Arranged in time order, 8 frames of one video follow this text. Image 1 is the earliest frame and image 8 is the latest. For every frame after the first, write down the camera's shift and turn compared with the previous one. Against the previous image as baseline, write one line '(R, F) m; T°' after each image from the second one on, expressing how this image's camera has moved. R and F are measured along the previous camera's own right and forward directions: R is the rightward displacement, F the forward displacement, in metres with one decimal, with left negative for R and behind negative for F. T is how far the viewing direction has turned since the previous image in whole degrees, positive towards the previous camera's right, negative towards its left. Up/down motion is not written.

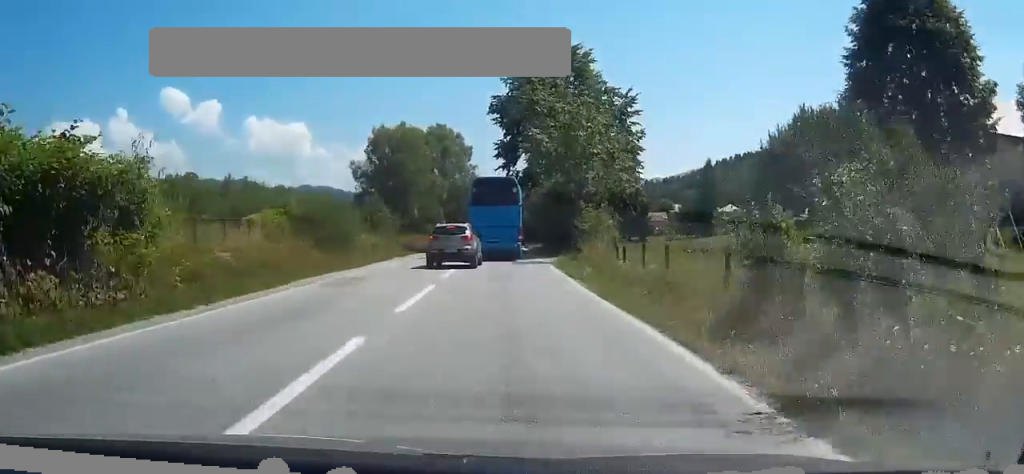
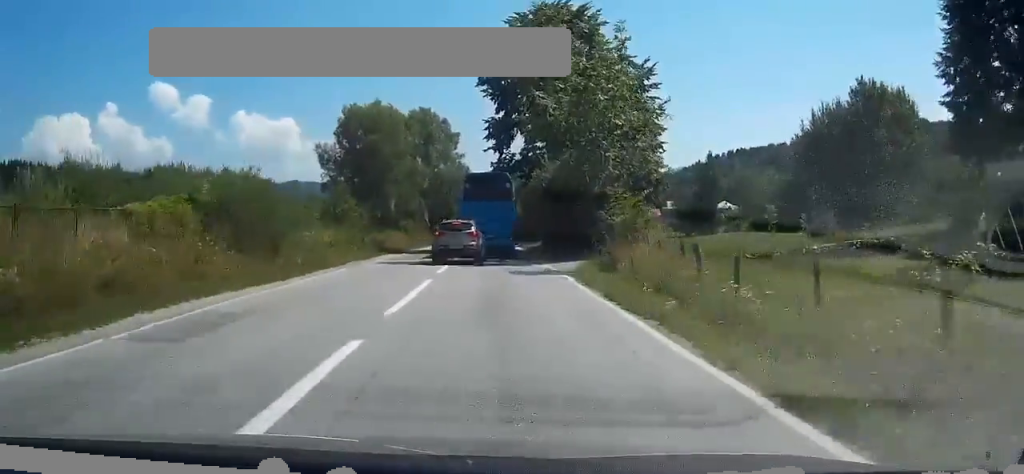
(+0.2, +9.8) m; +2°
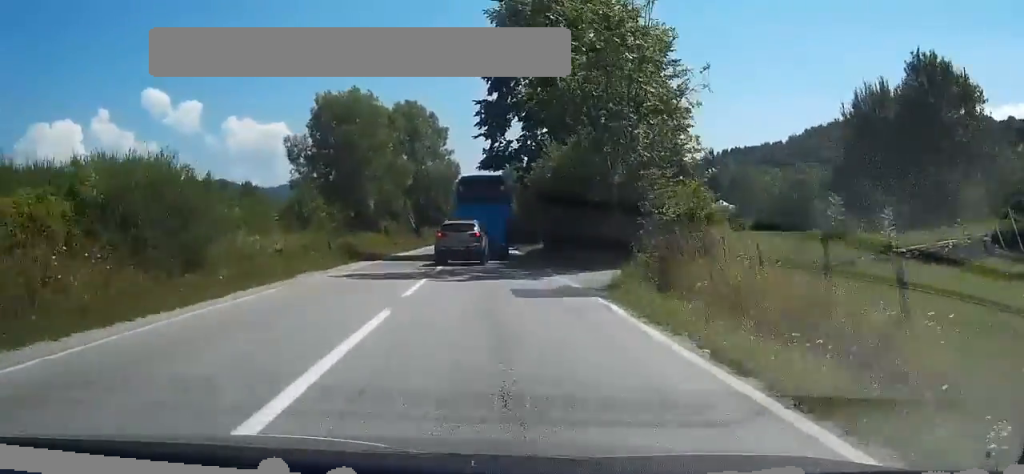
(+0.1, +7.2) m; +1°
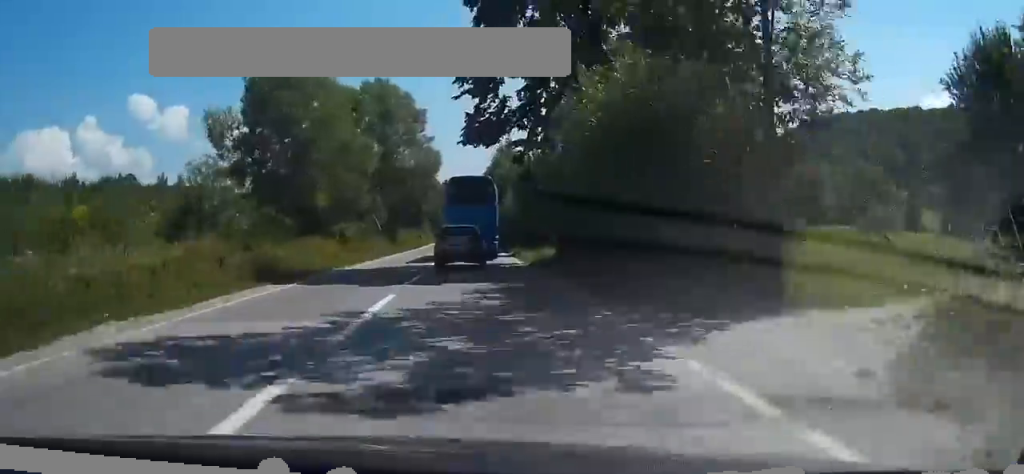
(+0.1, +13.1) m; 0°
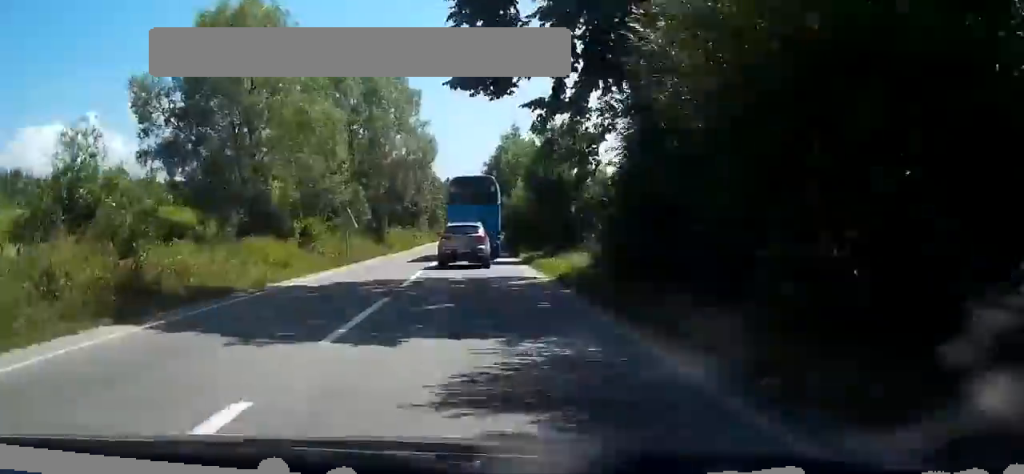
(0.0, +9.5) m; 0°
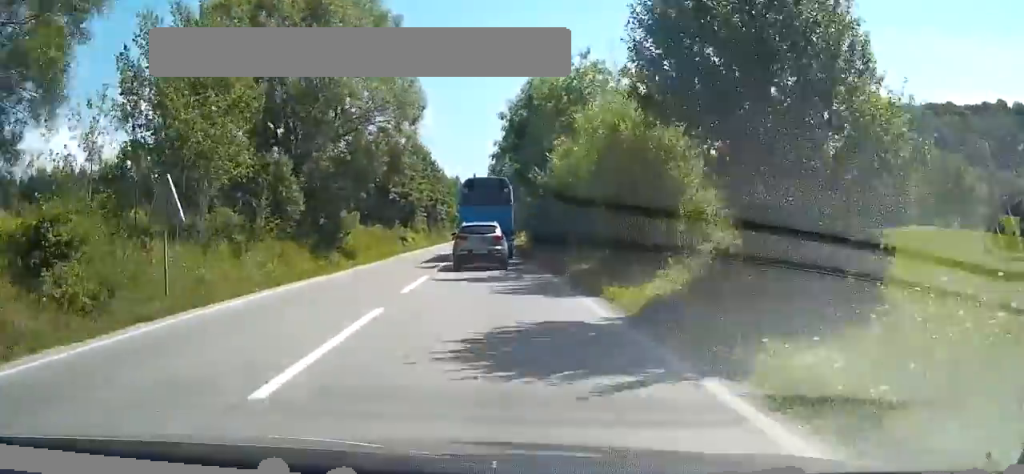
(0.0, +22.3) m; 0°
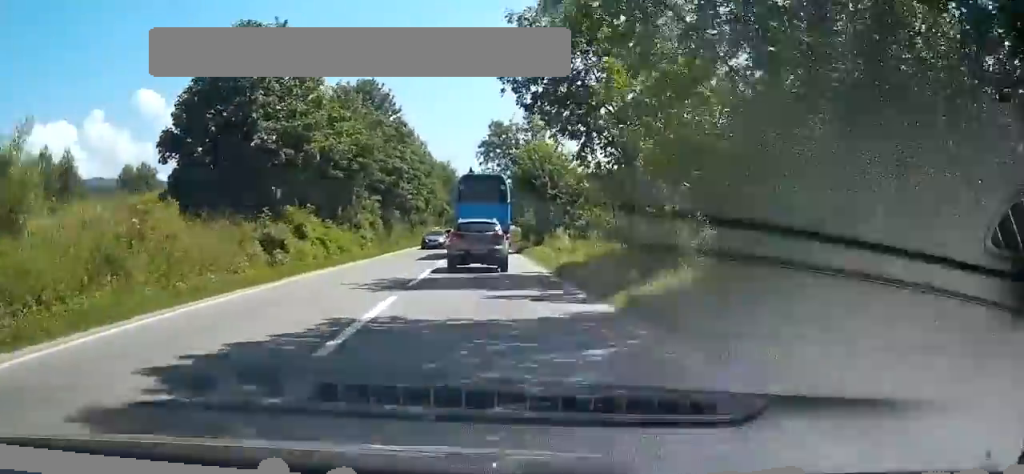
(-0.2, +37.2) m; 0°
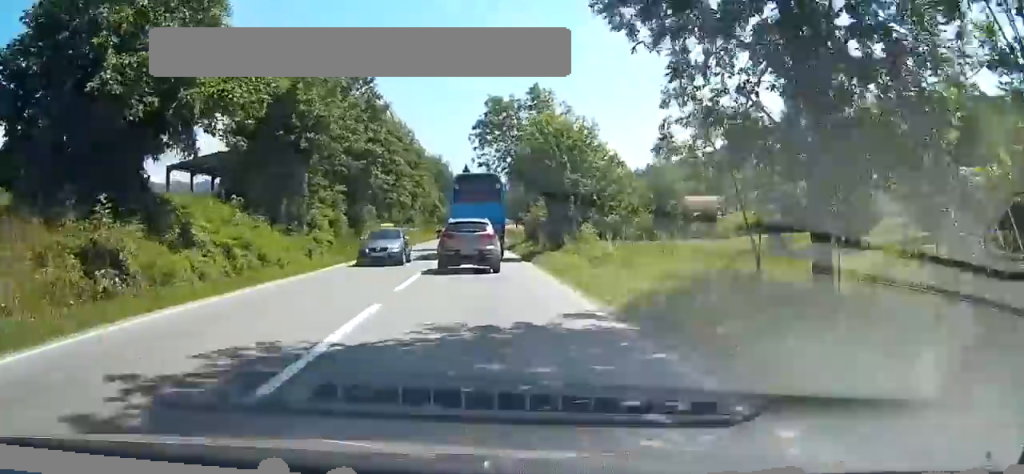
(0.0, +11.5) m; 0°
